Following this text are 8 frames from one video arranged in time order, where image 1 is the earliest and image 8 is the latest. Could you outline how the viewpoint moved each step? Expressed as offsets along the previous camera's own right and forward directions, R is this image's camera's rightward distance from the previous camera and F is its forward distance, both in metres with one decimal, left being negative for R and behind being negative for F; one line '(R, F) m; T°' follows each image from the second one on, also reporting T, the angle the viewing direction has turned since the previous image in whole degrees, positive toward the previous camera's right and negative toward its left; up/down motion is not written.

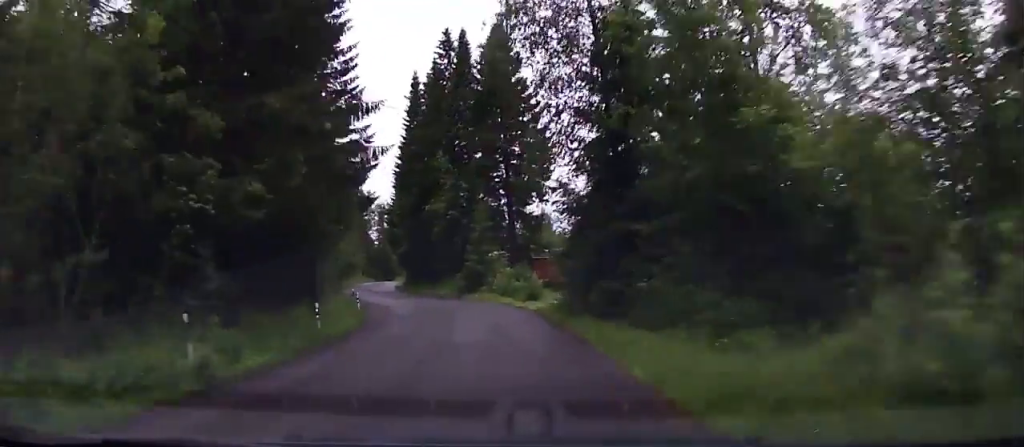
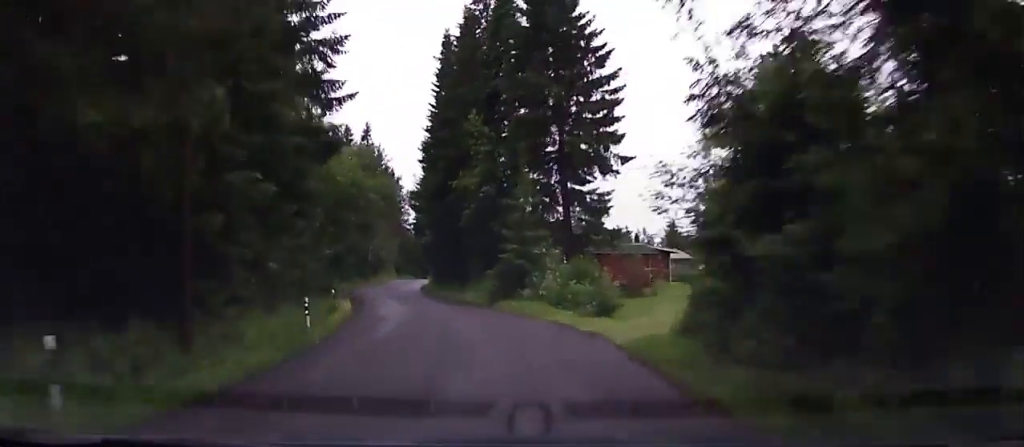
(+0.2, +10.3) m; -3°
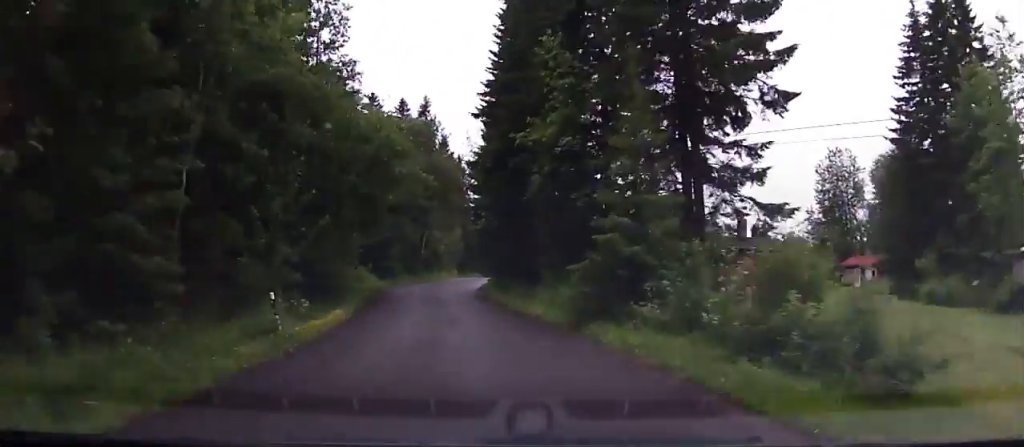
(-0.6, +10.5) m; -6°
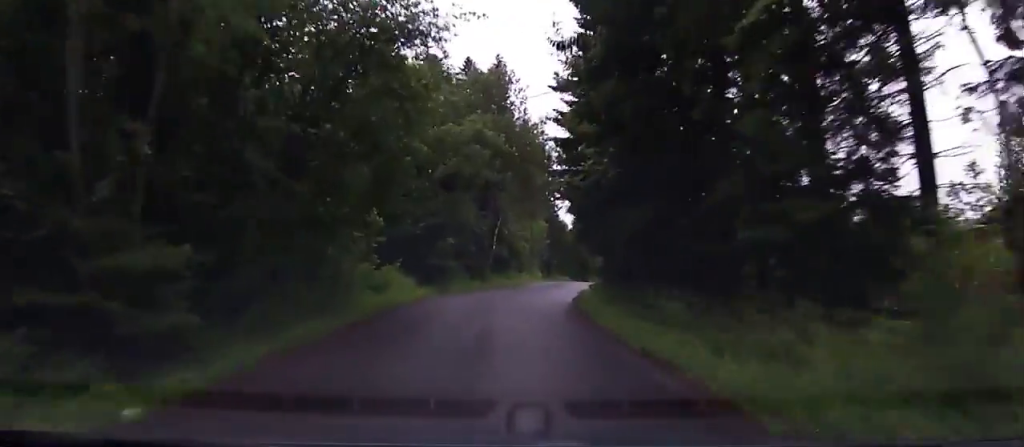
(-1.1, +15.5) m; -5°
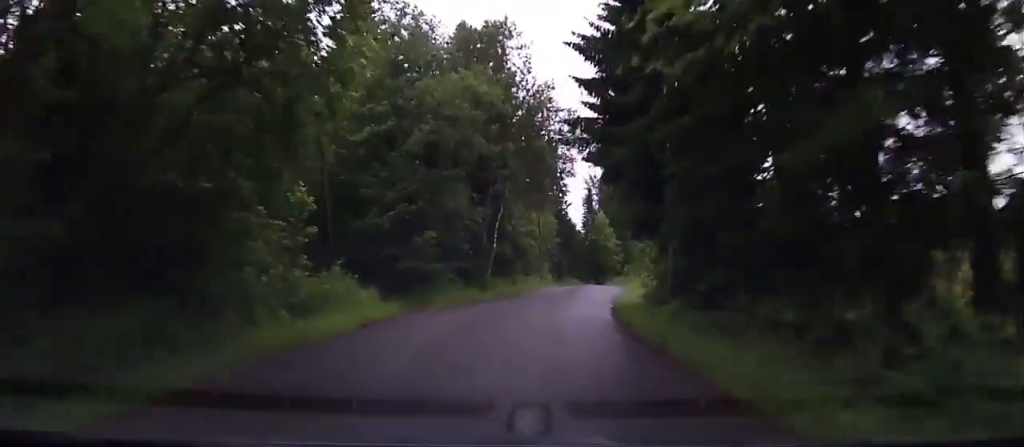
(-0.6, +9.5) m; -1°
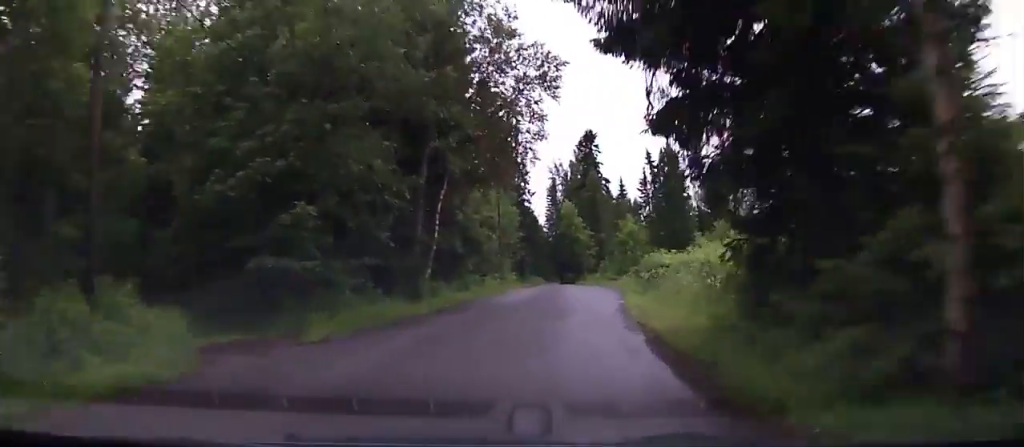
(+0.5, +11.0) m; +3°
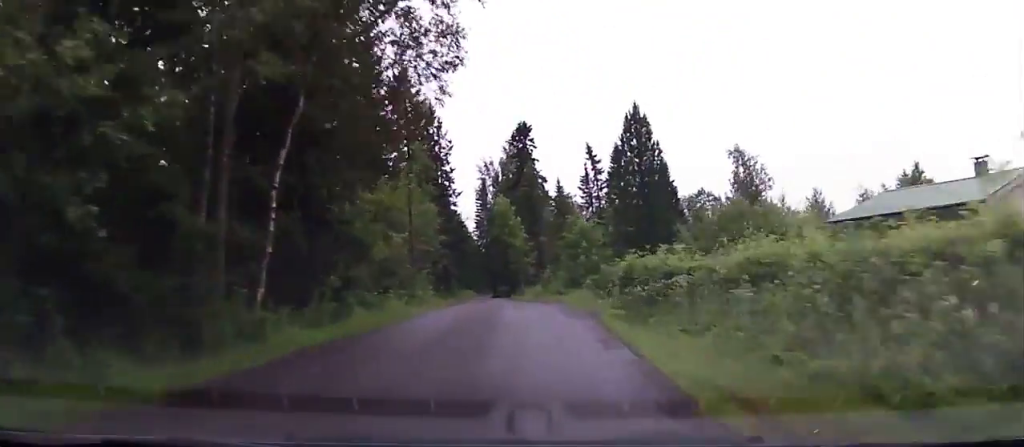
(+0.3, +12.5) m; +2°
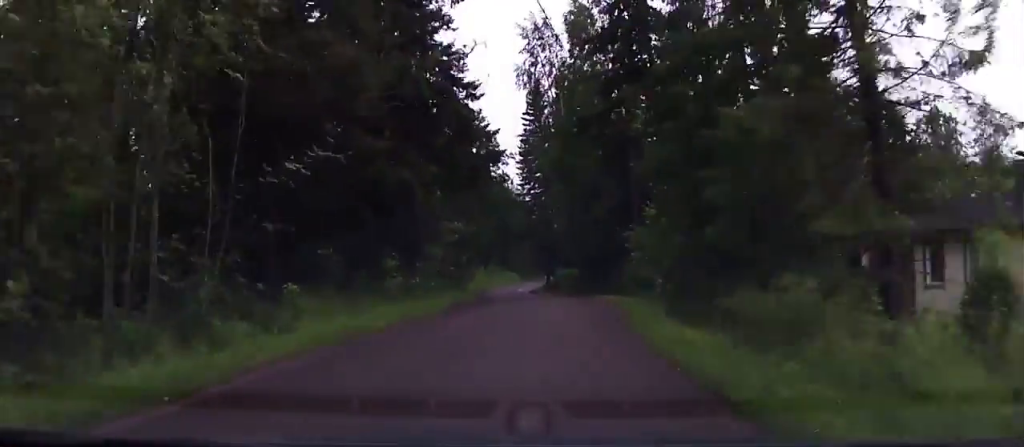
(-2.0, +52.7) m; -1°
